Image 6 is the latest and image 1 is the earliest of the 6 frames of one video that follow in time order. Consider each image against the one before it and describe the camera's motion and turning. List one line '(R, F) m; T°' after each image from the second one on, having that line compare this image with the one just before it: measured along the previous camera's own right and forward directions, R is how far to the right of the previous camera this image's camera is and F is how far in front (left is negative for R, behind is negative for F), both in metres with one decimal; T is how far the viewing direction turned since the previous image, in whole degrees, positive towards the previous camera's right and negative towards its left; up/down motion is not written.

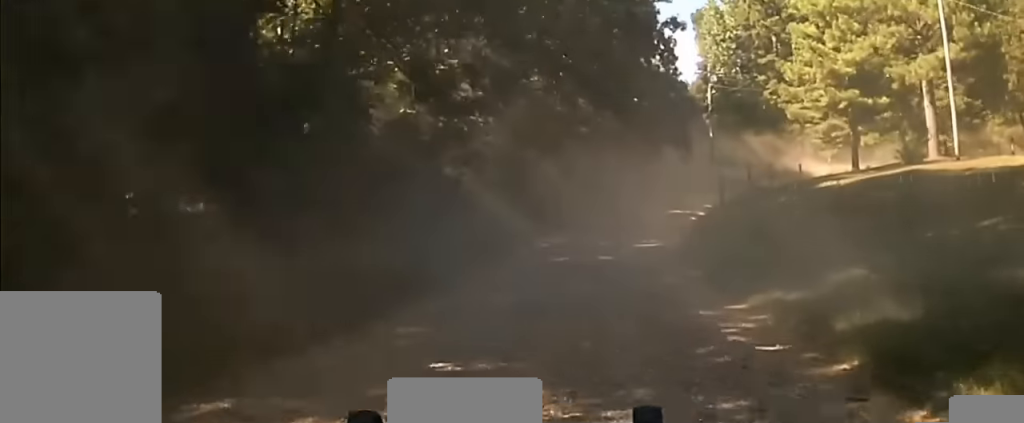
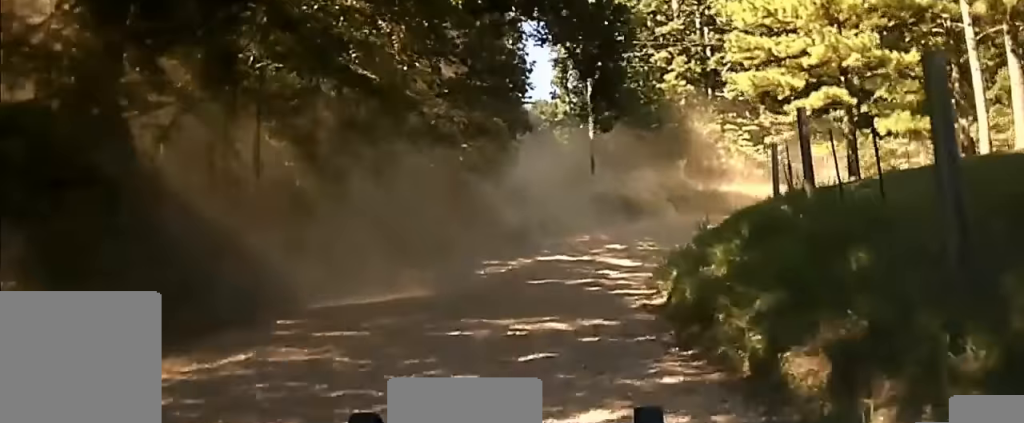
(+1.2, +27.1) m; +8°
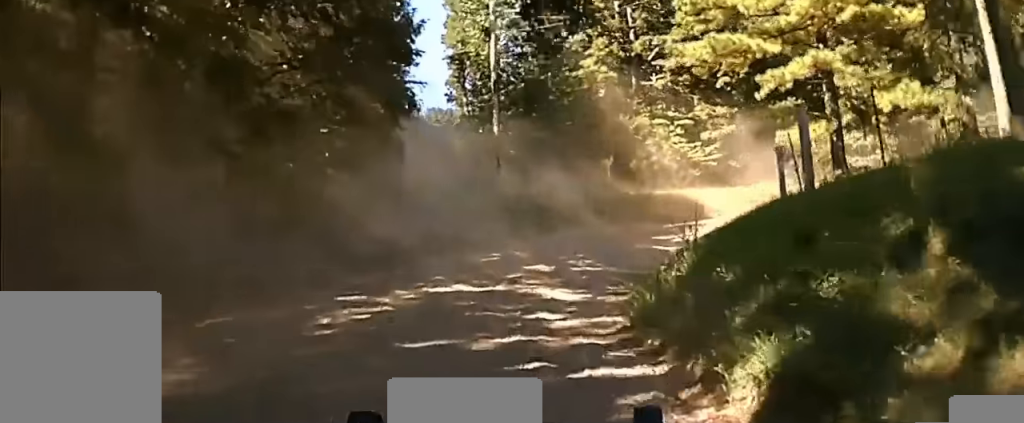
(+0.4, +6.9) m; +6°
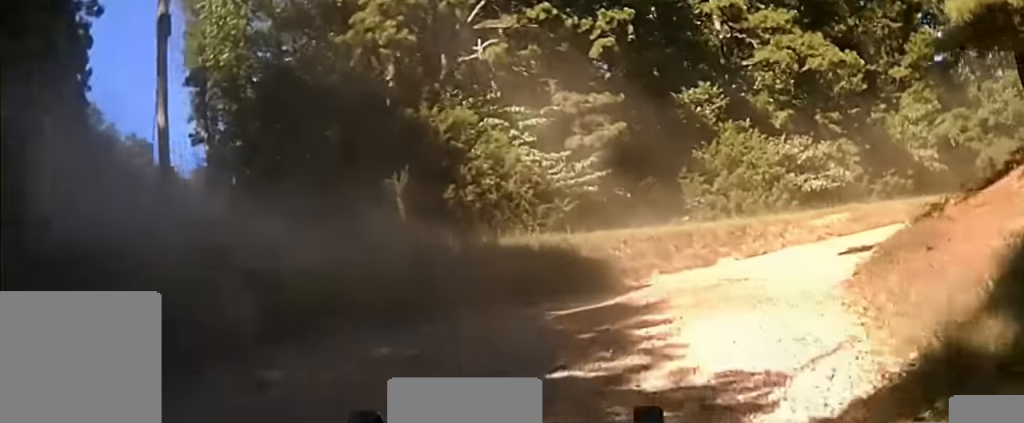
(+3.5, +17.6) m; +26°
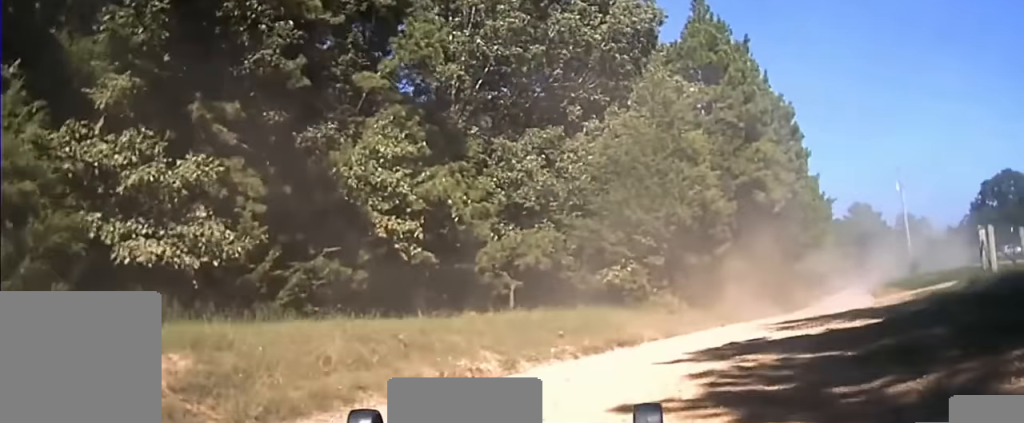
(+5.7, +16.7) m; +36°
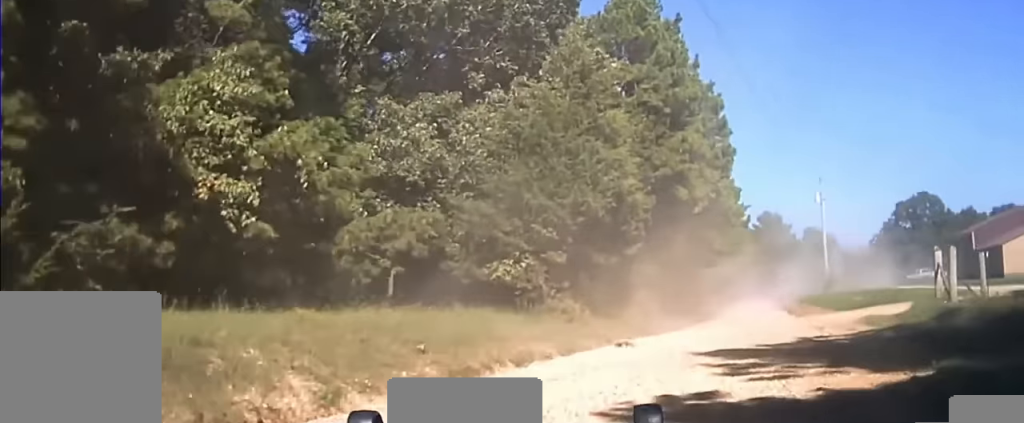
(+0.1, +4.3) m; +7°
